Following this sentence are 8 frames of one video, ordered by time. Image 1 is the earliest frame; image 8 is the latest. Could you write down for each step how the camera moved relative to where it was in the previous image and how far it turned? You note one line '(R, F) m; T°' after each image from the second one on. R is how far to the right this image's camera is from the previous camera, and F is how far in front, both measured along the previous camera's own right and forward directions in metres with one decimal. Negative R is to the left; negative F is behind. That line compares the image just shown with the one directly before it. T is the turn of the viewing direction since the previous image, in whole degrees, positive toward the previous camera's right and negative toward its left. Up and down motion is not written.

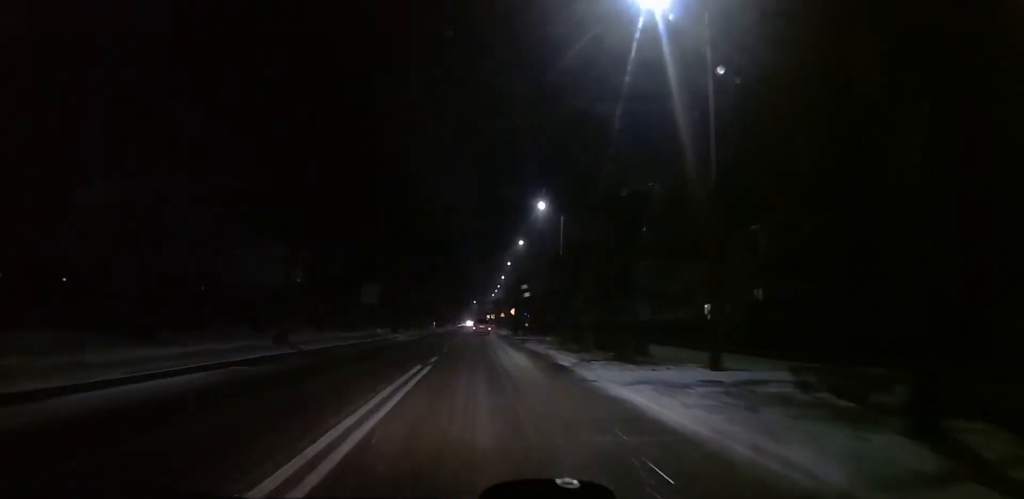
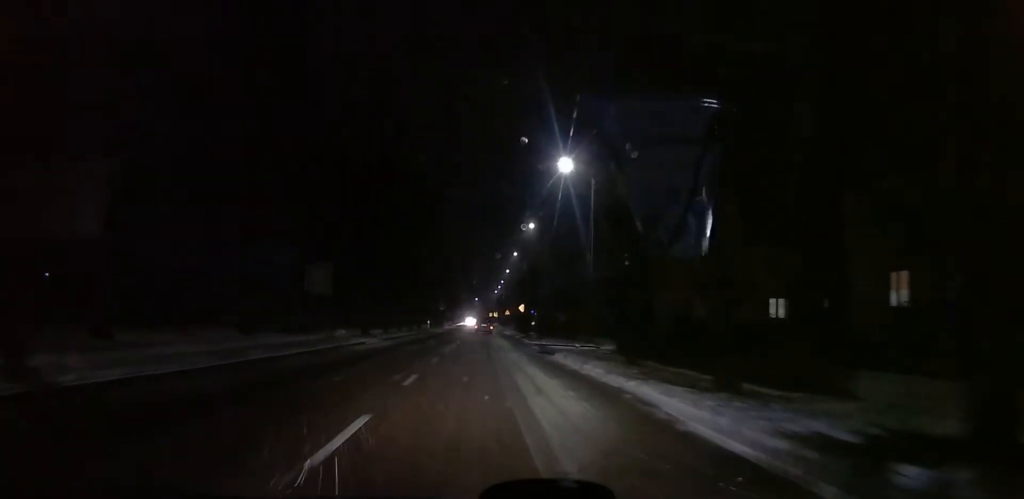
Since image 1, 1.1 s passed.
(+0.8, +13.6) m; 0°
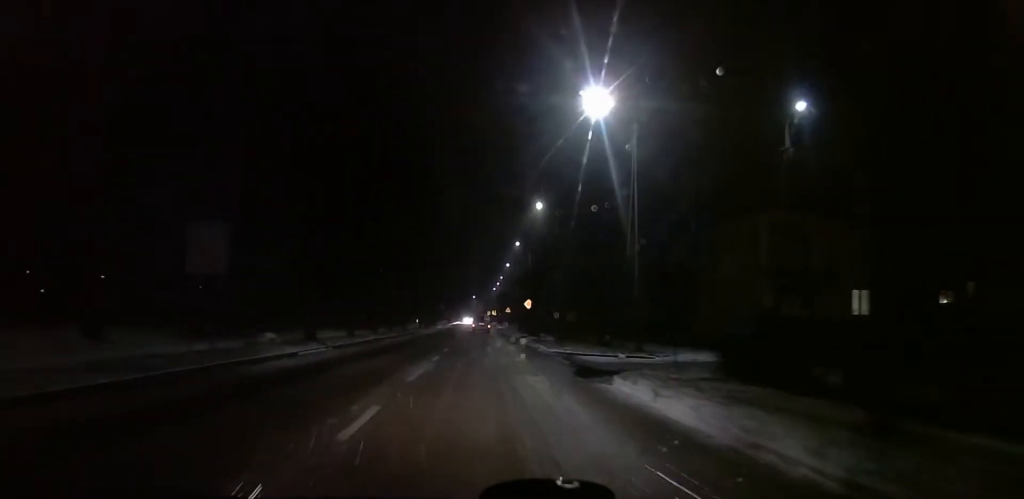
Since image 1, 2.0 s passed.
(-0.8, +10.6) m; 0°
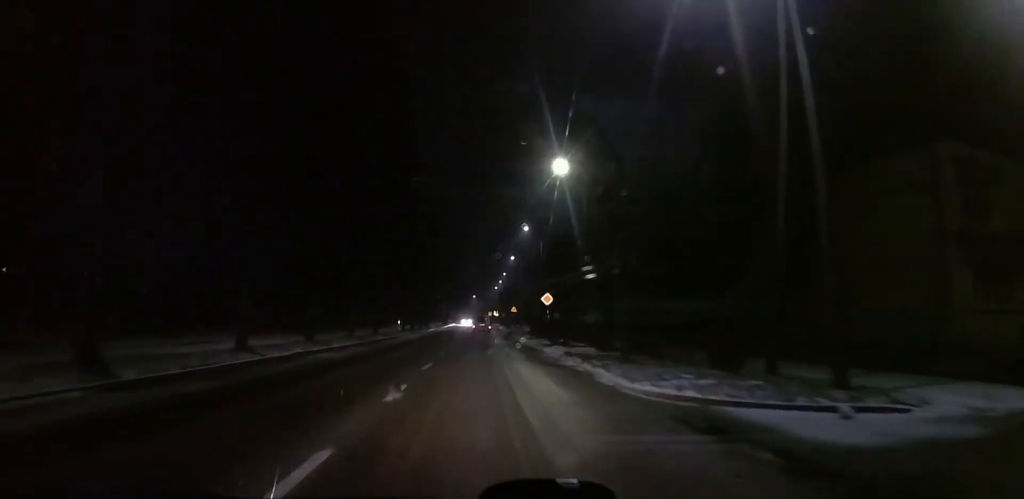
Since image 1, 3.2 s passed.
(+0.7, +14.7) m; +1°
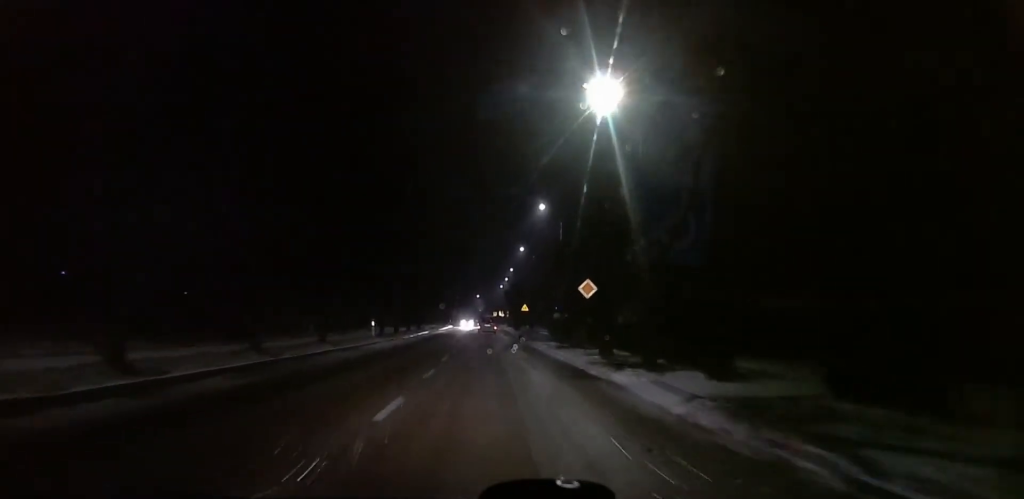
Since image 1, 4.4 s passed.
(-0.3, +13.1) m; 0°
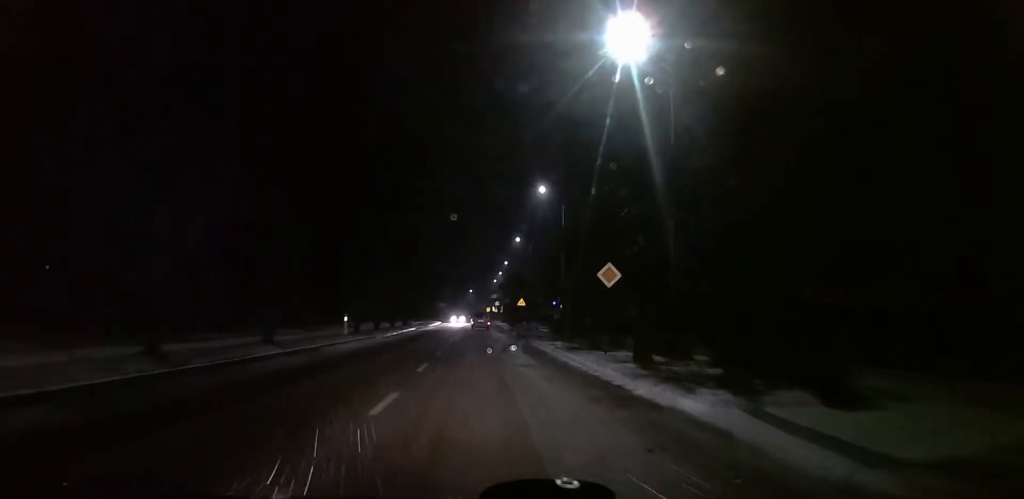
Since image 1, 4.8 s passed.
(+0.3, +5.7) m; 0°
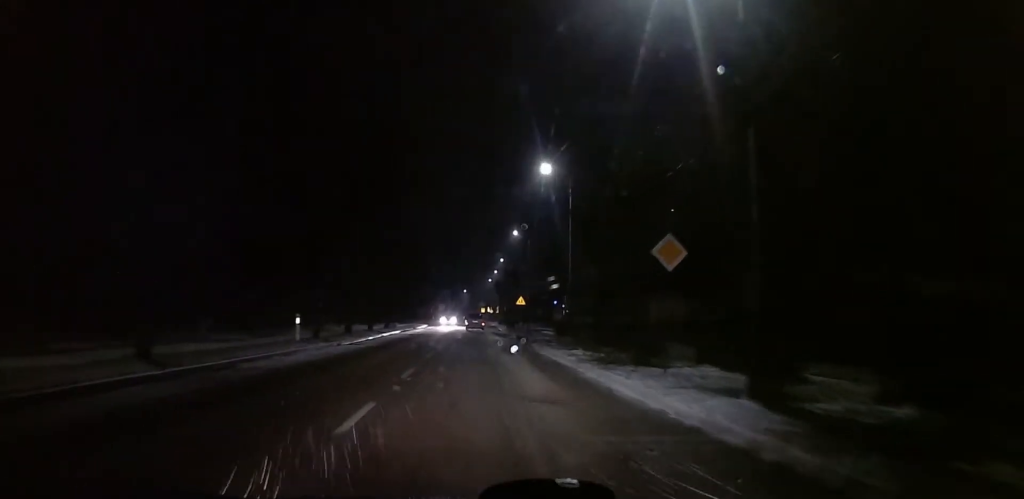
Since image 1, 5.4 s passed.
(-0.2, +7.2) m; 0°
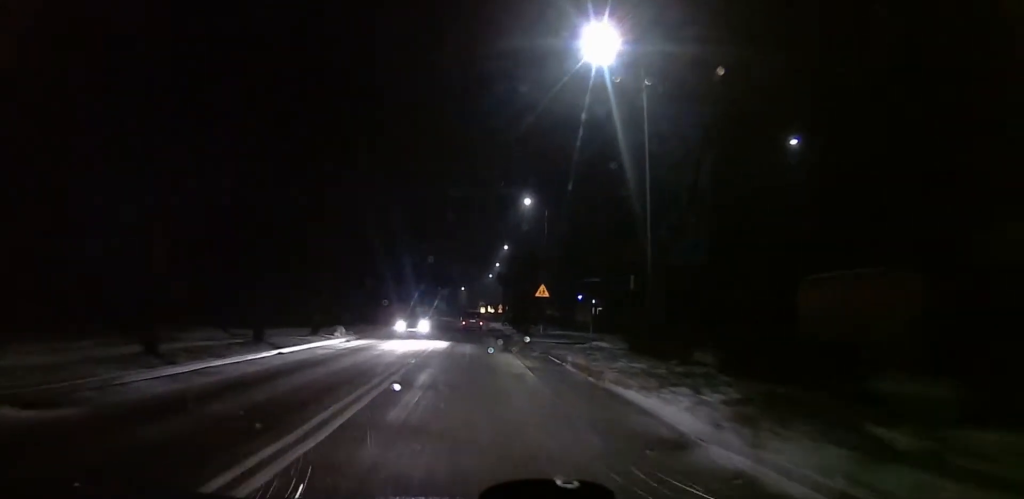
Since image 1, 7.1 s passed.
(+0.3, +20.3) m; 0°
